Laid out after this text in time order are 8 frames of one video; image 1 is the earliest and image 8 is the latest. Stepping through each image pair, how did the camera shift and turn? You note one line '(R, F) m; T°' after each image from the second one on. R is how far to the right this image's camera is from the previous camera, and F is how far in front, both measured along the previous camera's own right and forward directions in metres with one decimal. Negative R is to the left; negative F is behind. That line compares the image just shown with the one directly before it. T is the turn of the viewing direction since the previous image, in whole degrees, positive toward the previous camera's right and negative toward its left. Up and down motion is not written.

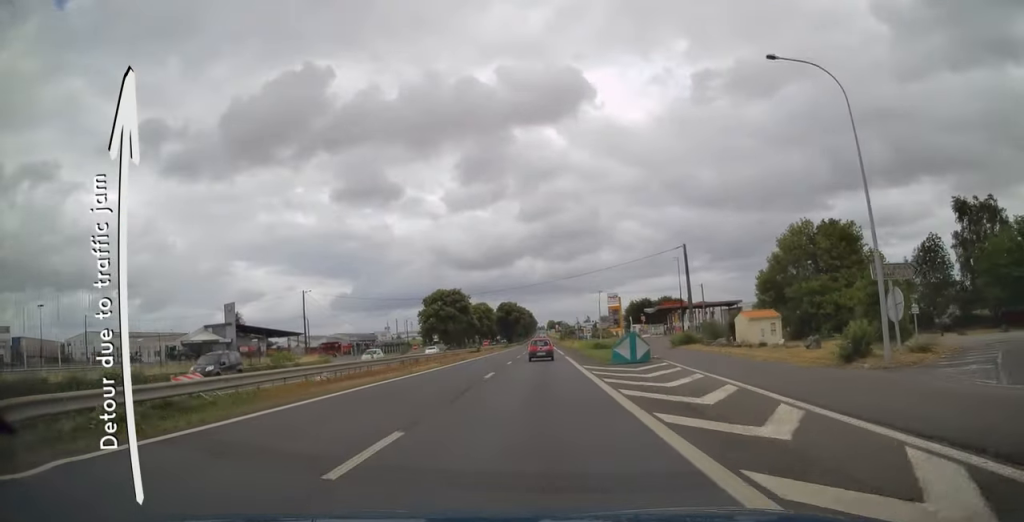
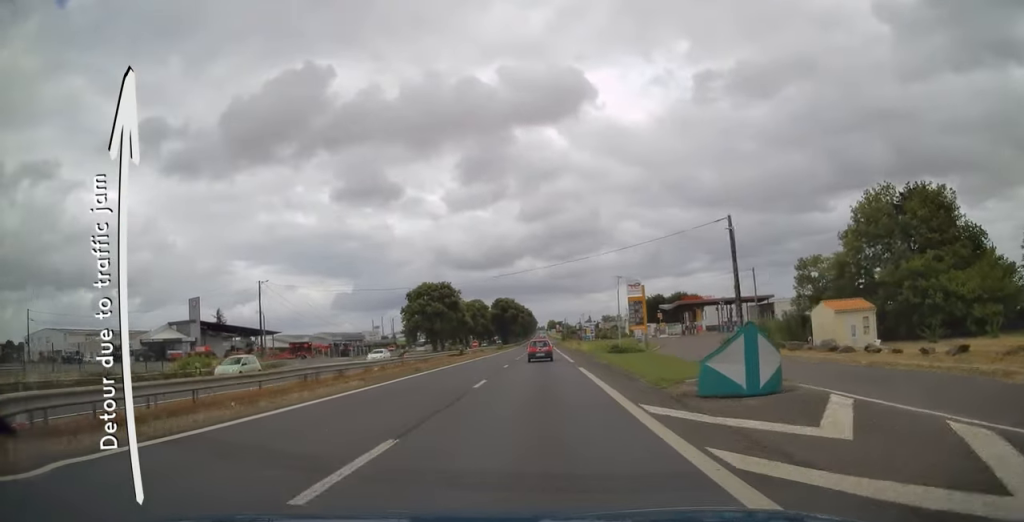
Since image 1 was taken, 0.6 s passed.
(0.0, +17.1) m; 0°
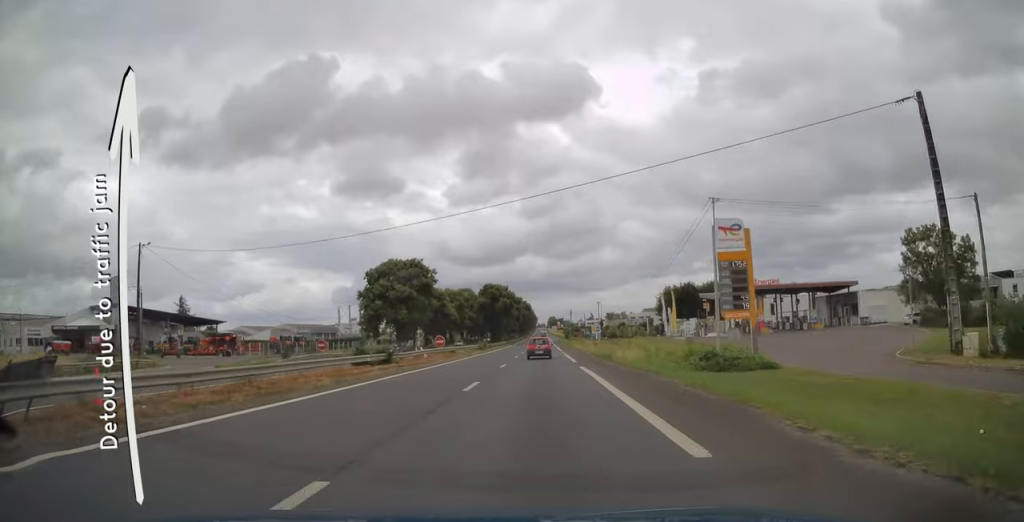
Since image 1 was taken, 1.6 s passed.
(0.0, +29.3) m; 0°
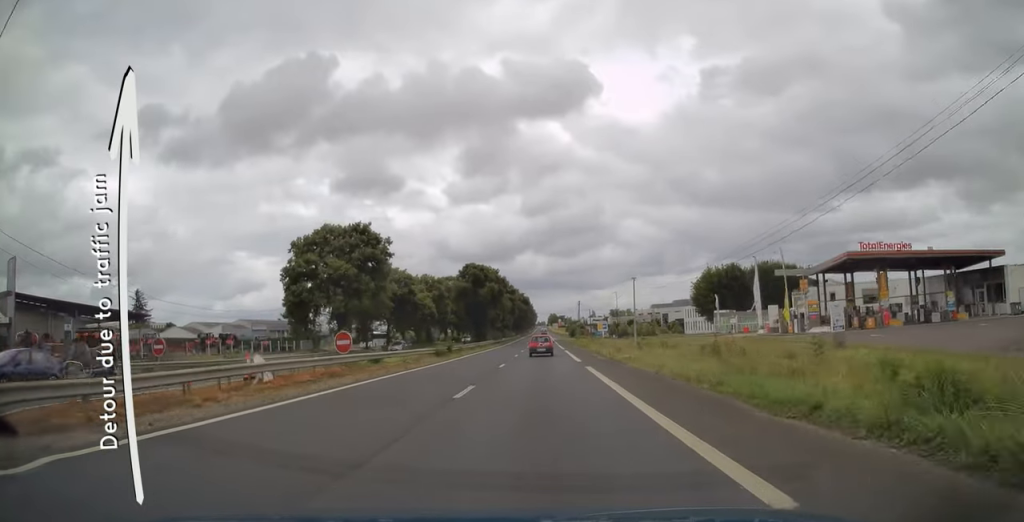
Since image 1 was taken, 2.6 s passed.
(0.0, +28.3) m; 0°
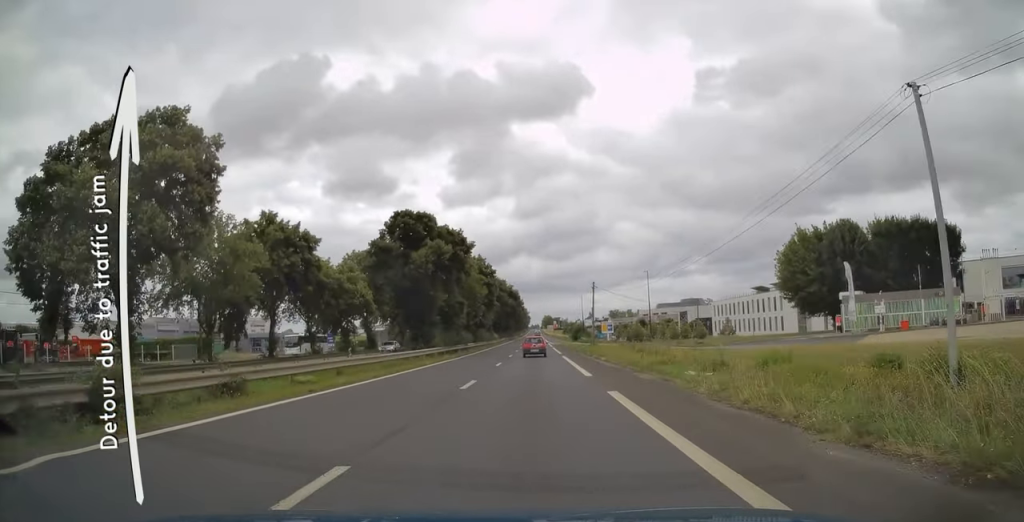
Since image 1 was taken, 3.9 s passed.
(0.0, +36.5) m; +1°
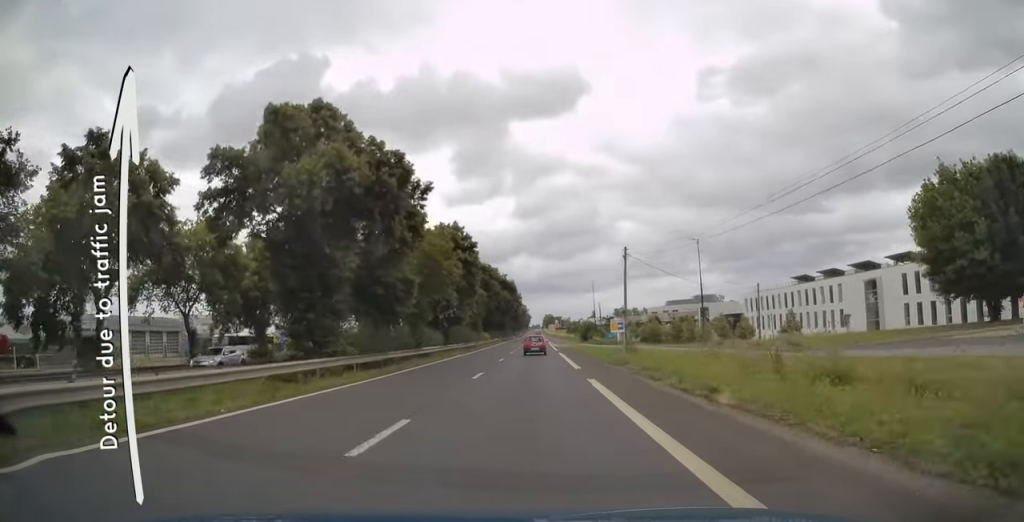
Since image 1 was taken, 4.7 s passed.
(+0.1, +22.4) m; 0°
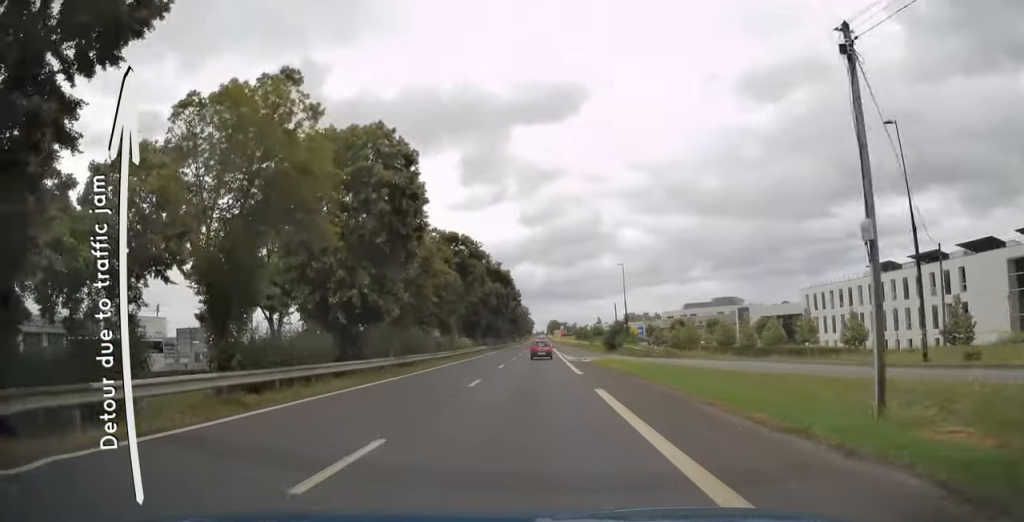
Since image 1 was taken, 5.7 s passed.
(+0.1, +27.9) m; 0°
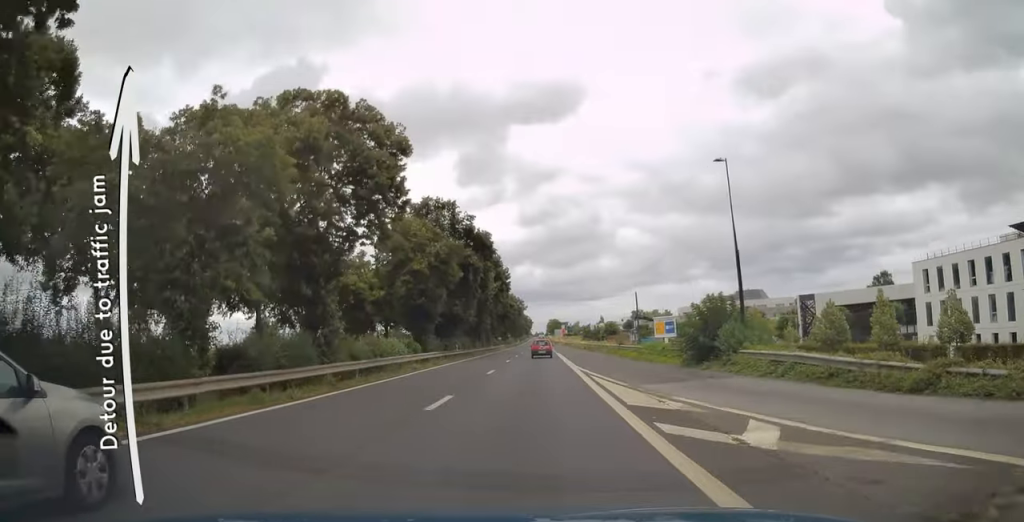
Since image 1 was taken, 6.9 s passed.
(-0.4, +33.0) m; -1°
